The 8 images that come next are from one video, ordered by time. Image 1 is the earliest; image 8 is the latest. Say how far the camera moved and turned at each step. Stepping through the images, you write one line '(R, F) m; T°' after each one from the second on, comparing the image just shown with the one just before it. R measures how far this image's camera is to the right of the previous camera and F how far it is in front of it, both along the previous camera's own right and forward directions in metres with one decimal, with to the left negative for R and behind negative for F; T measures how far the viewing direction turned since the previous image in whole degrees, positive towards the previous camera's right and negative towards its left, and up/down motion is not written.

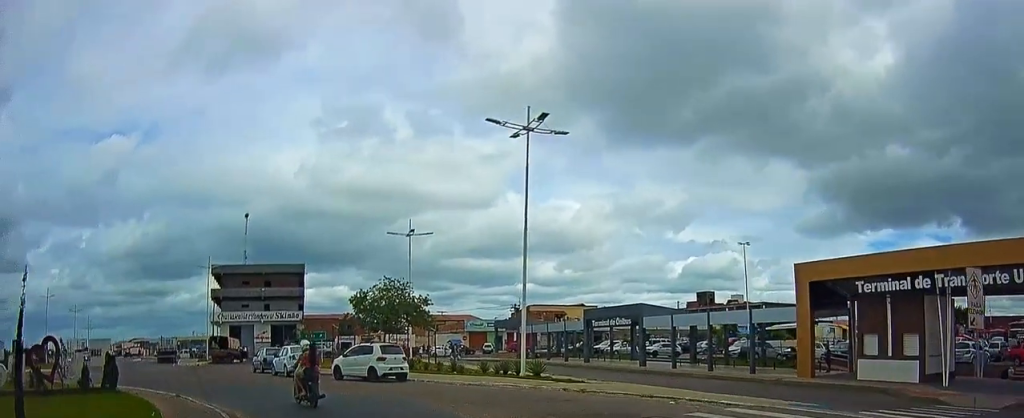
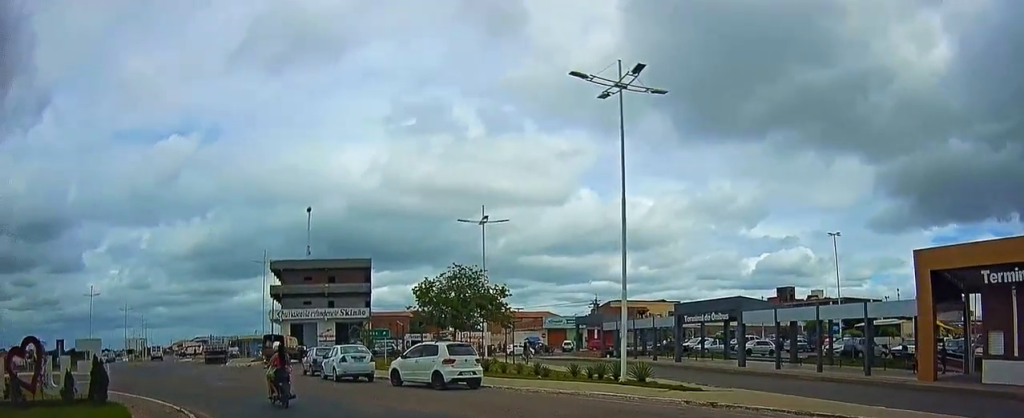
(-0.3, +6.3) m; -3°
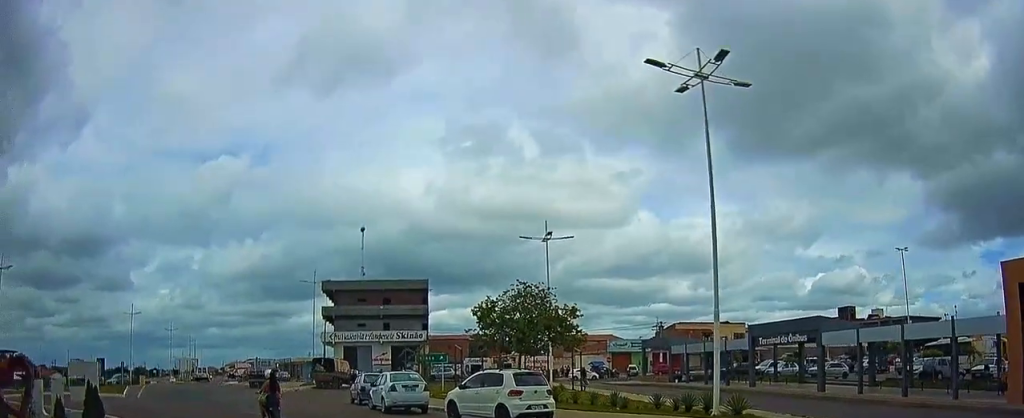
(0.0, +3.6) m; 0°
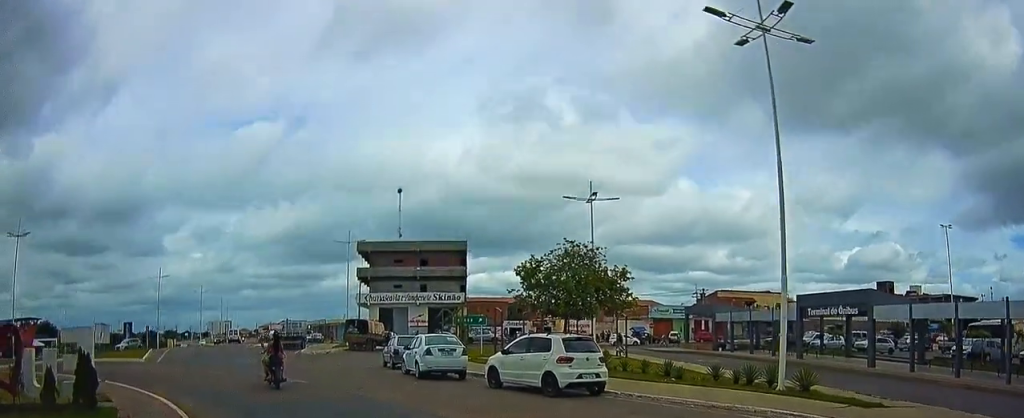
(0.0, +1.8) m; -4°
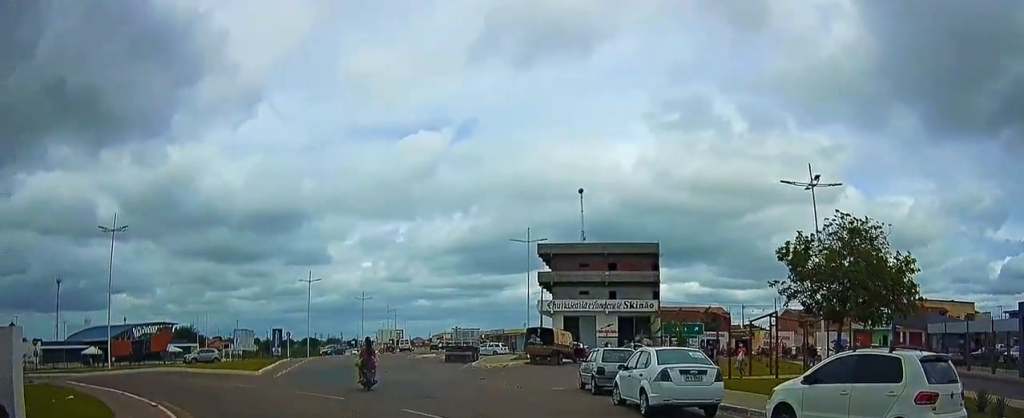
(-1.2, +6.1) m; -21°
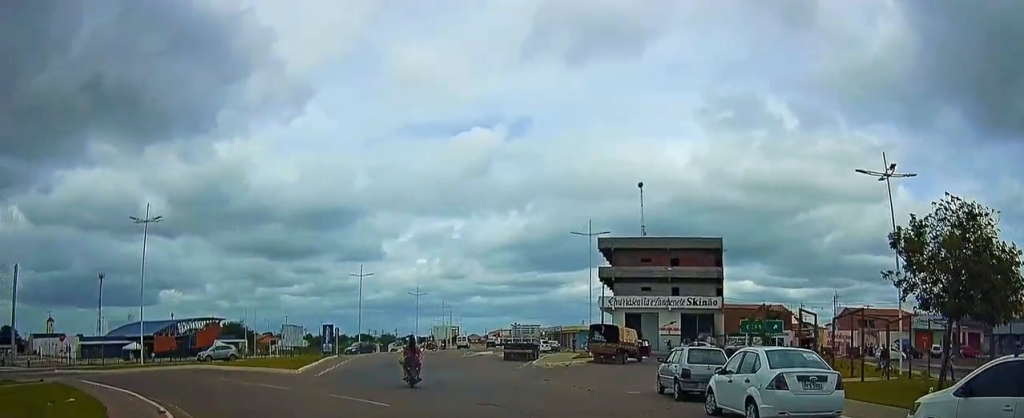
(0.0, +1.9) m; -6°
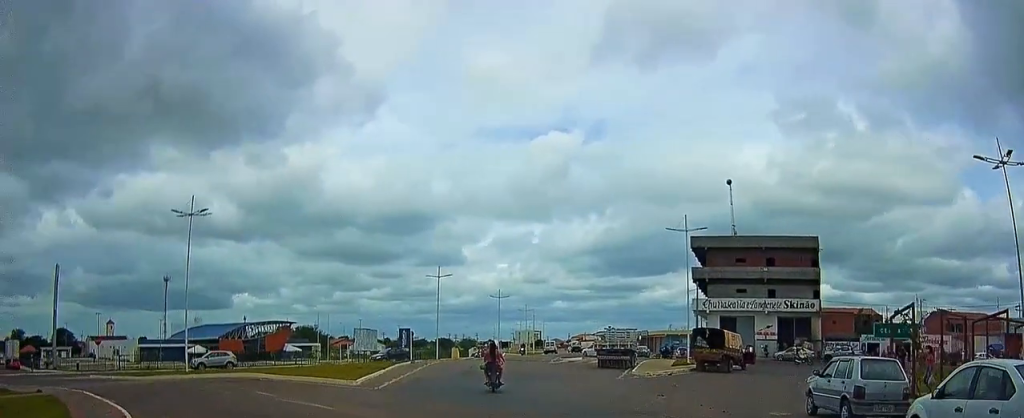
(-0.4, +3.5) m; -19°
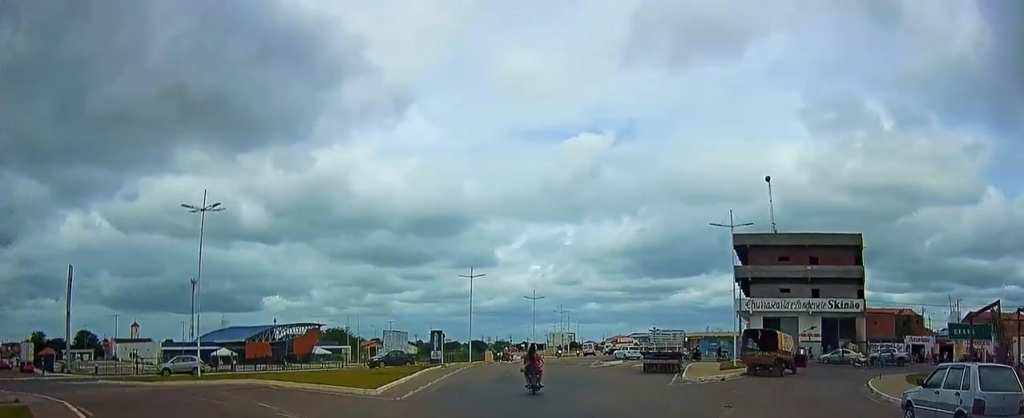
(-0.6, +2.1) m; -5°
